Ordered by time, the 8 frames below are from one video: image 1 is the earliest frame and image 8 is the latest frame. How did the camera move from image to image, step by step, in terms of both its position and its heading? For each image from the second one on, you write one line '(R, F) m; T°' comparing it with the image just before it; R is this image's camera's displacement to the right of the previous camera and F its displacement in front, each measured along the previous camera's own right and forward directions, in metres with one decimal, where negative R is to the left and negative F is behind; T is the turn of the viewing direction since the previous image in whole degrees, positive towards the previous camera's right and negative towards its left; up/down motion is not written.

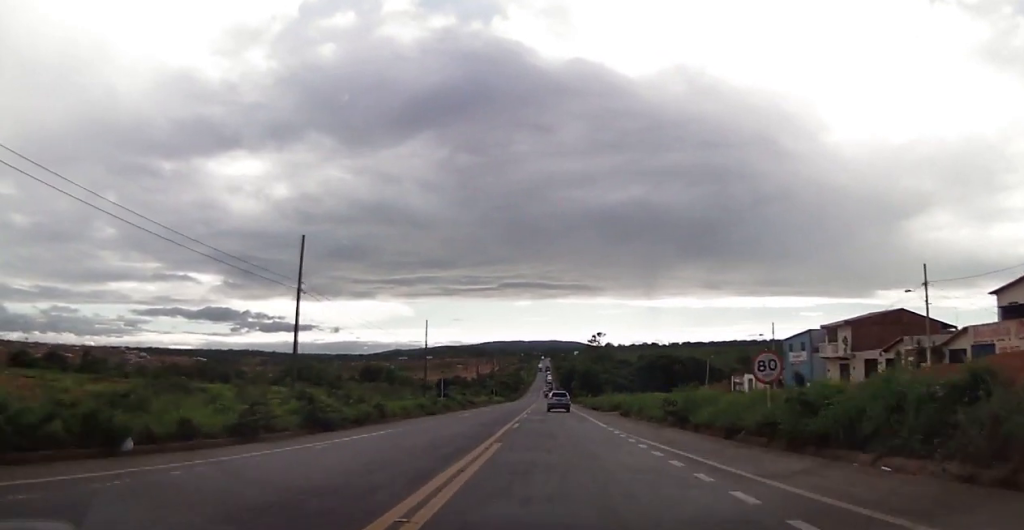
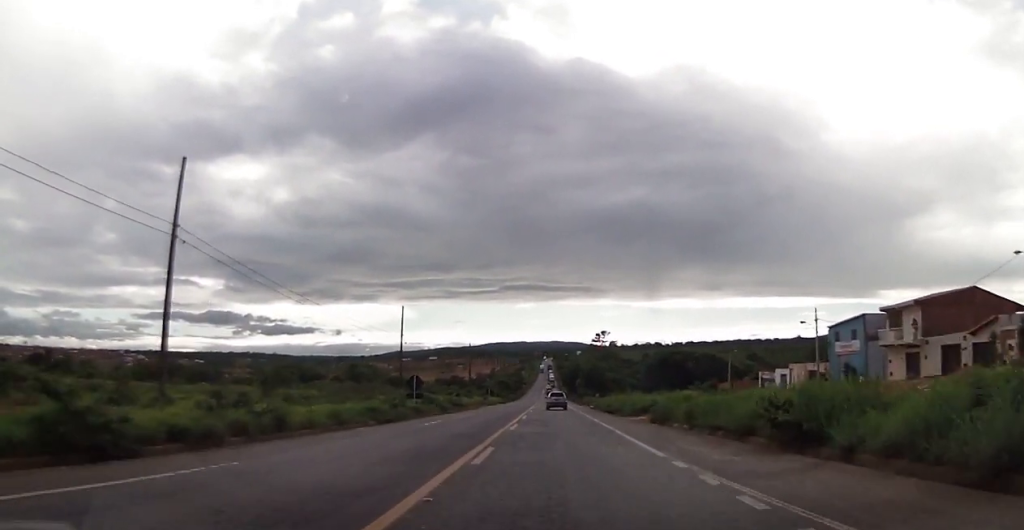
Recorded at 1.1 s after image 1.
(+0.5, +13.6) m; +2°
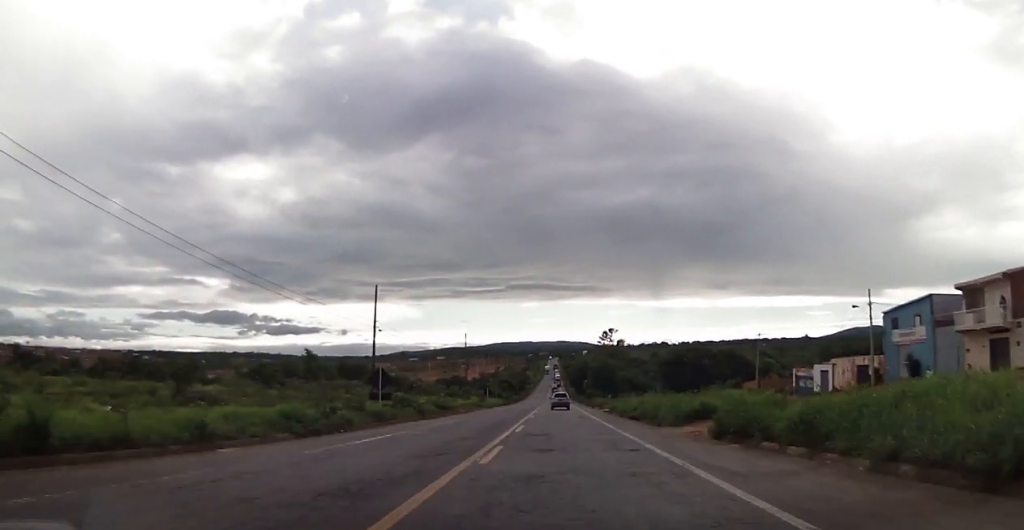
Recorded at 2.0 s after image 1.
(0.0, +11.6) m; -1°
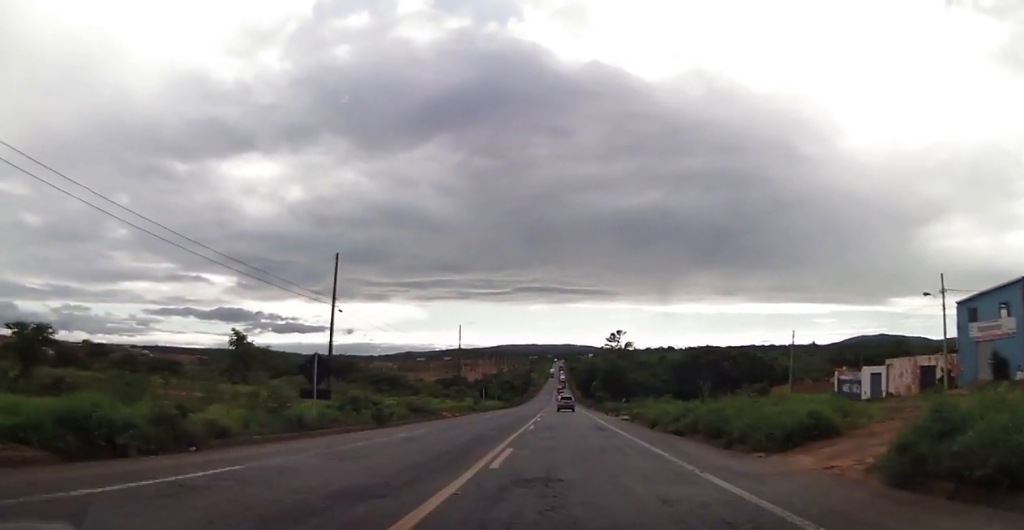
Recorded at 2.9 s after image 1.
(-0.2, +11.6) m; -1°
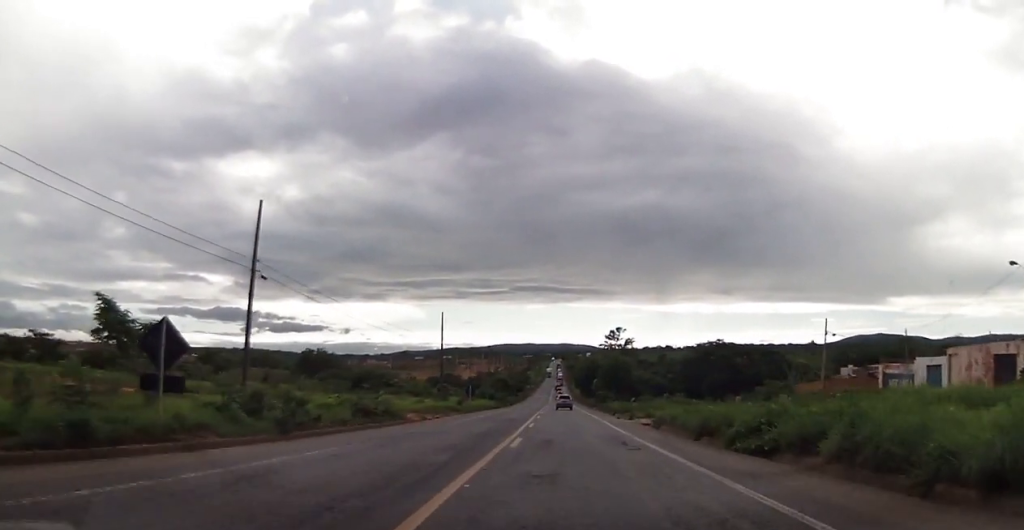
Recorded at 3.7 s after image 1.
(+0.1, +11.1) m; 0°
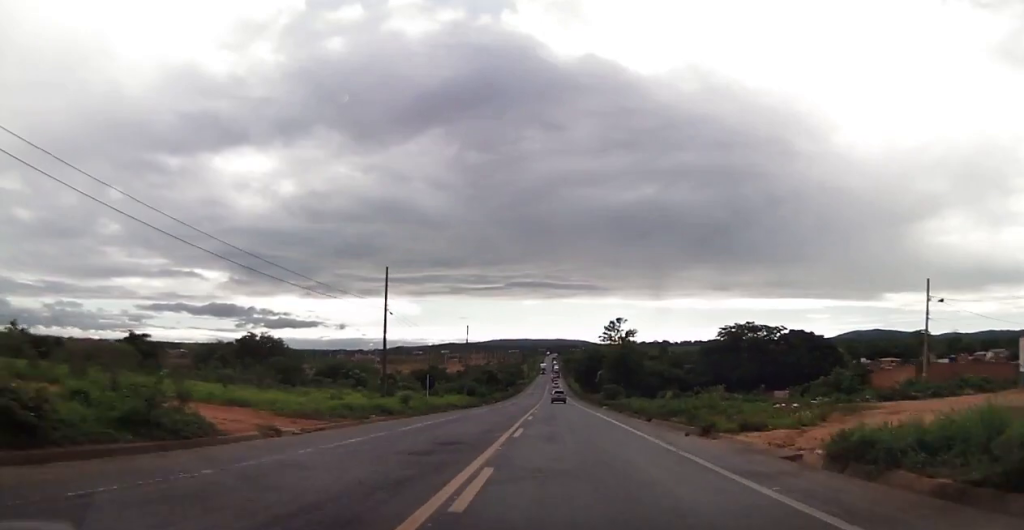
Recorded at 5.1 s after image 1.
(-0.2, +21.5) m; 0°
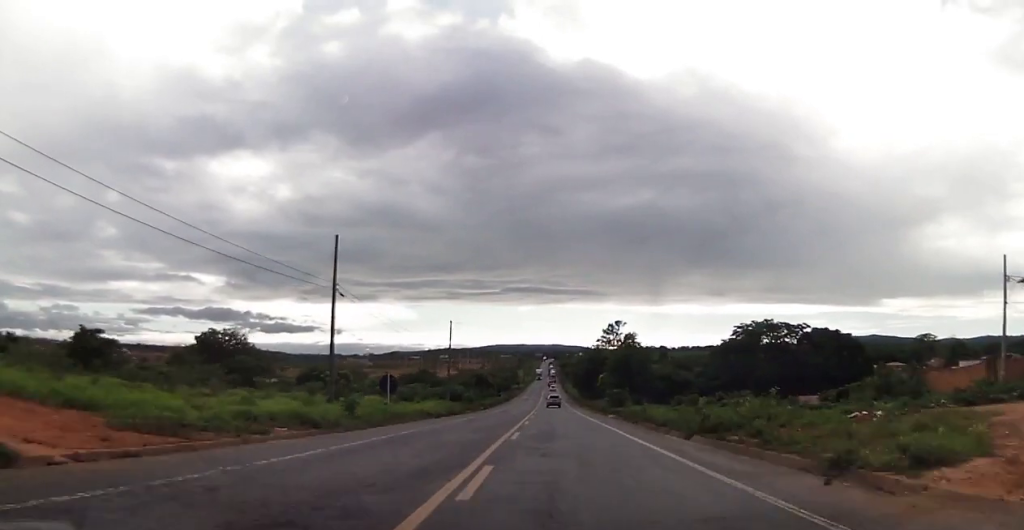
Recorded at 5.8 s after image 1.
(0.0, +10.6) m; +1°
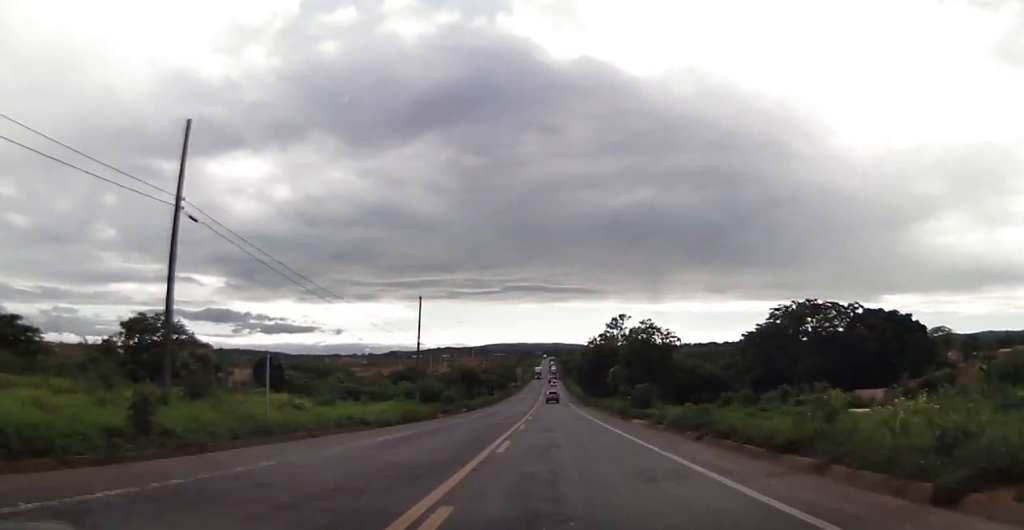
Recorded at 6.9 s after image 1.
(+0.3, +16.4) m; +1°
